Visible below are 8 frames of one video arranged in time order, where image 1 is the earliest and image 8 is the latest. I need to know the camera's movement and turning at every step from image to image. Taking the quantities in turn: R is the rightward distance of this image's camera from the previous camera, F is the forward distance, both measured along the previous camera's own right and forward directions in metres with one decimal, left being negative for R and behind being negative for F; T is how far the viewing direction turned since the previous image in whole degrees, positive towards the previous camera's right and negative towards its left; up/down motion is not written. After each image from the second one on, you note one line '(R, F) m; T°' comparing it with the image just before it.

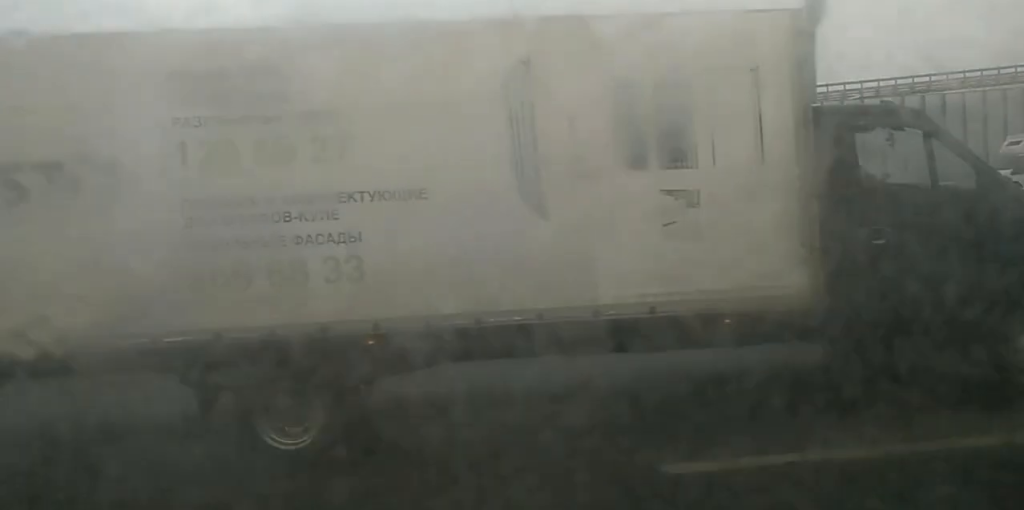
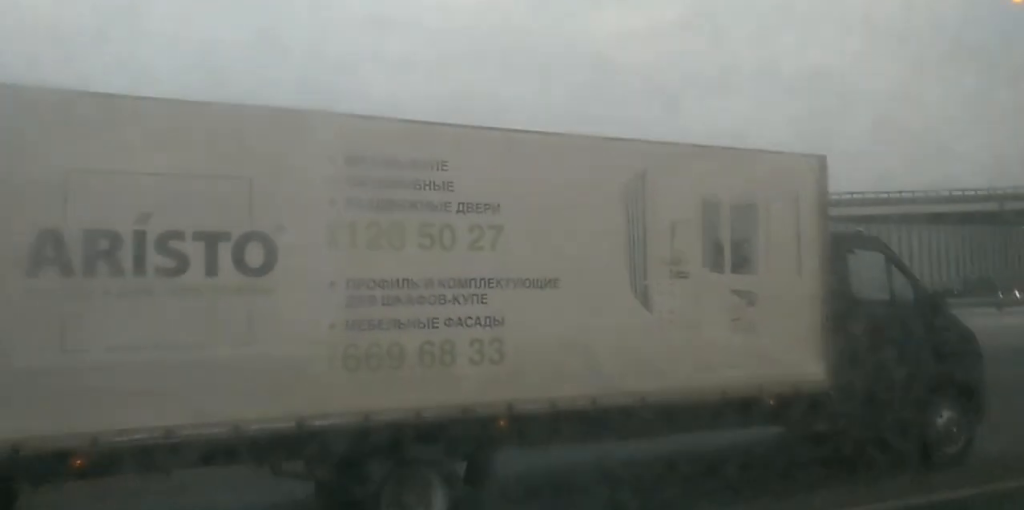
(0.0, +21.3) m; 0°
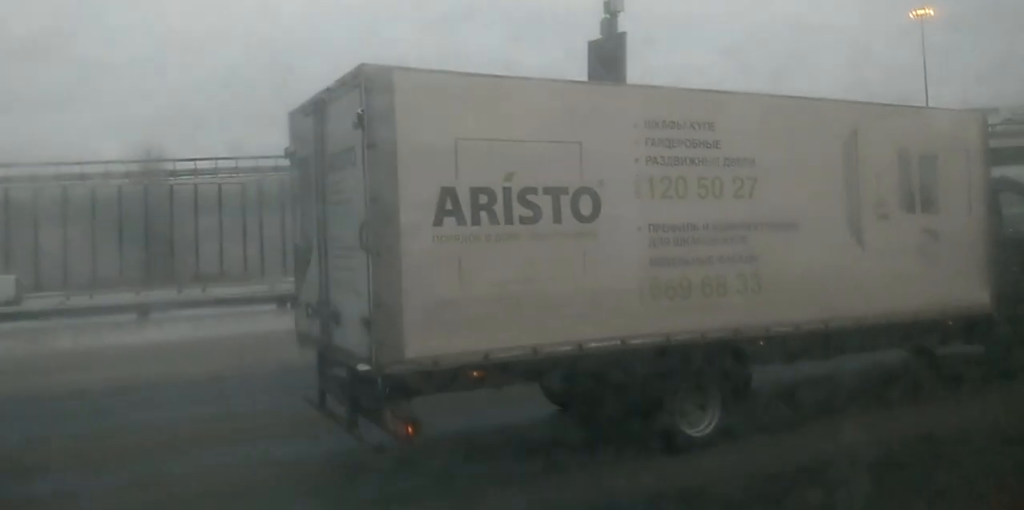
(0.0, +17.6) m; +1°
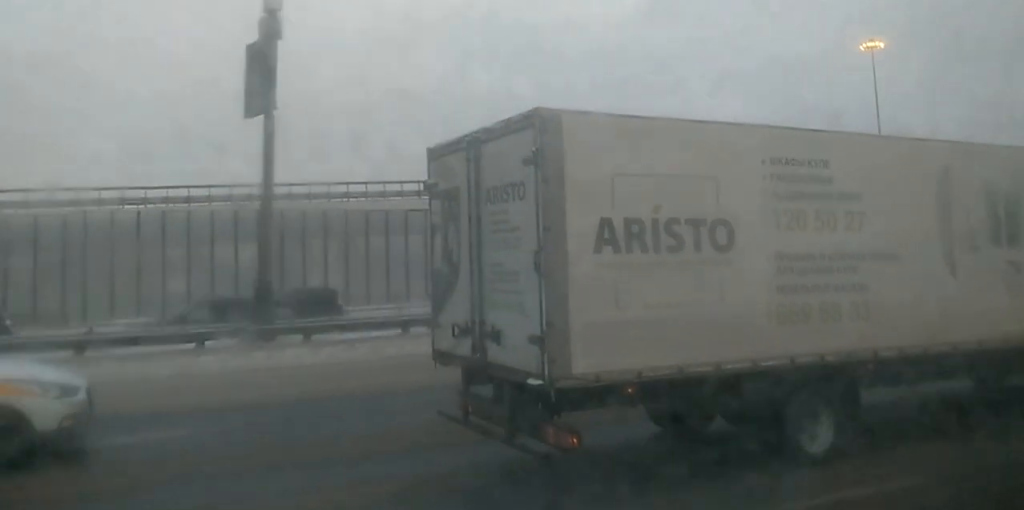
(0.0, +8.5) m; +1°
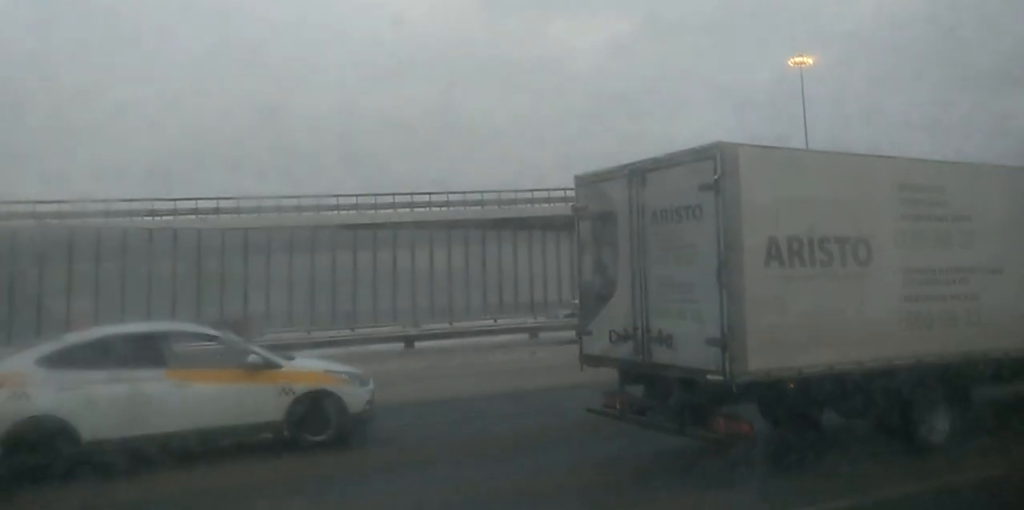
(+0.1, +10.8) m; 0°
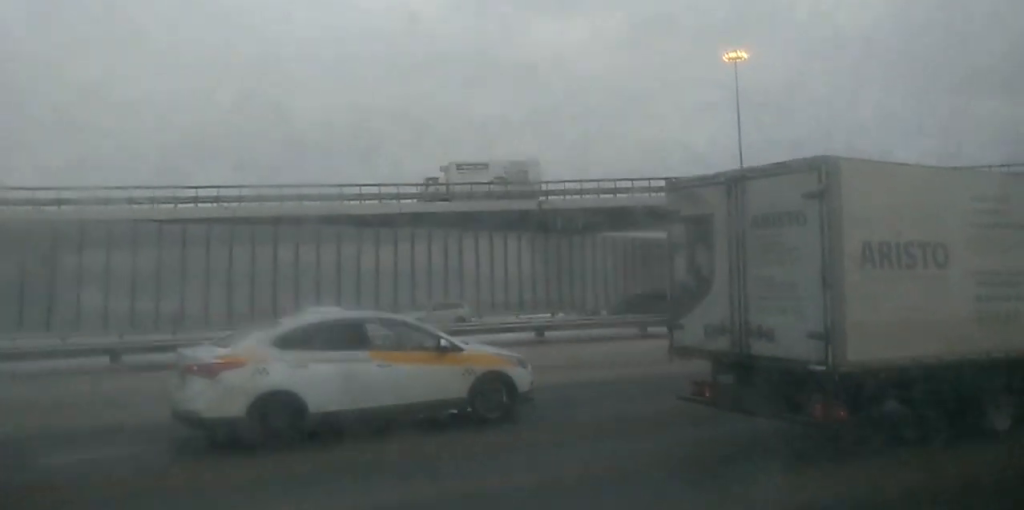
(+0.1, +8.5) m; 0°
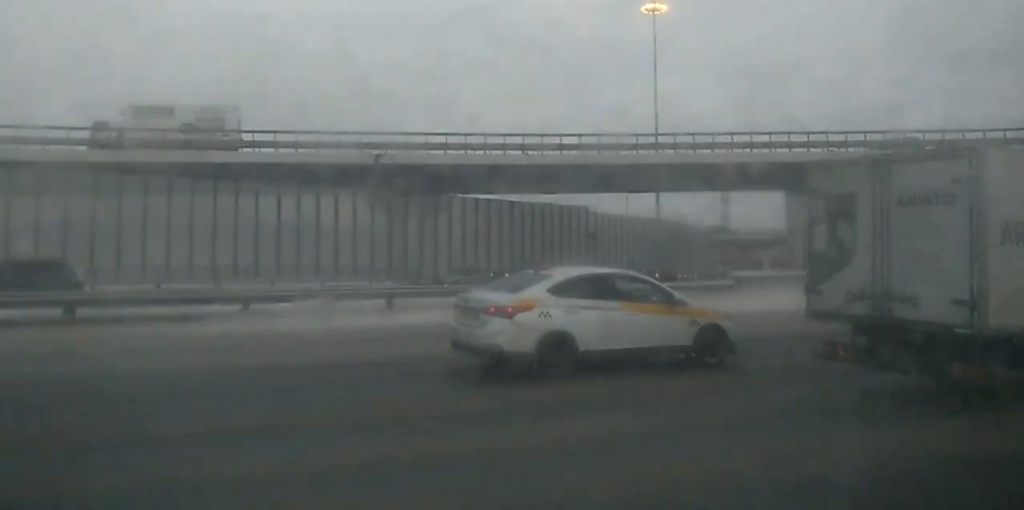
(0.0, +13.0) m; 0°
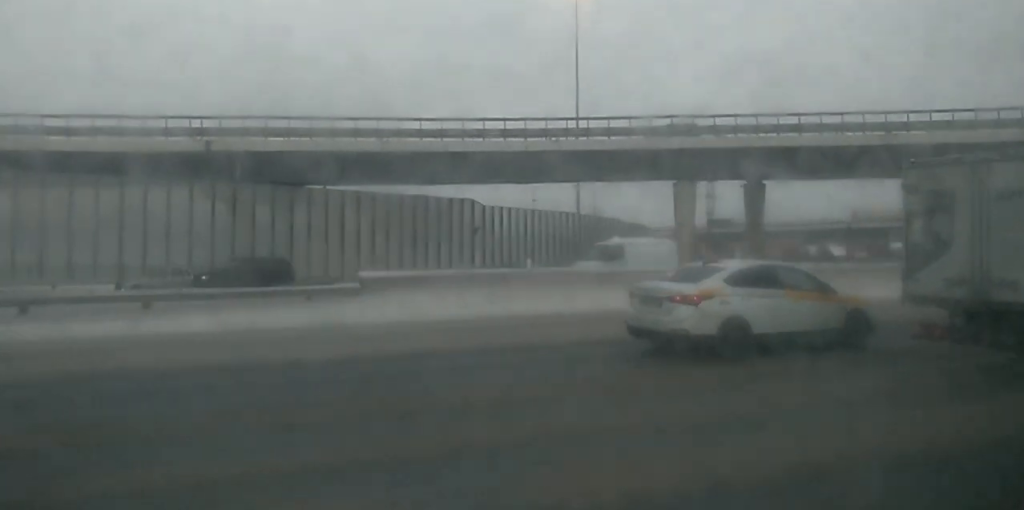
(0.0, +11.4) m; 0°
